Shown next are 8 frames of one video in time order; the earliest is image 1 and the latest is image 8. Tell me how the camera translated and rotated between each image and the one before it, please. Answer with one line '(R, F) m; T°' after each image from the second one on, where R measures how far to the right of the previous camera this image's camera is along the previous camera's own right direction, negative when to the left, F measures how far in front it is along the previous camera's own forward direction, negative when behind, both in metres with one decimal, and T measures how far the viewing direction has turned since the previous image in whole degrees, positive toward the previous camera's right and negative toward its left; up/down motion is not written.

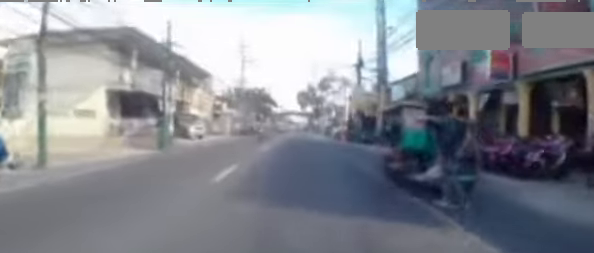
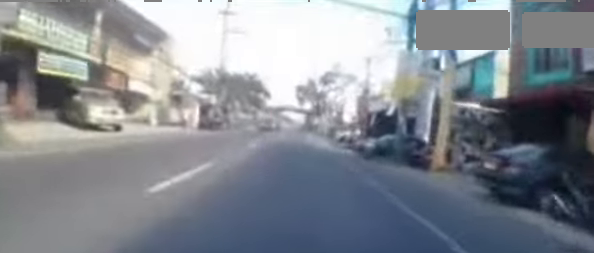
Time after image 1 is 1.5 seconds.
(+0.1, +11.6) m; -3°
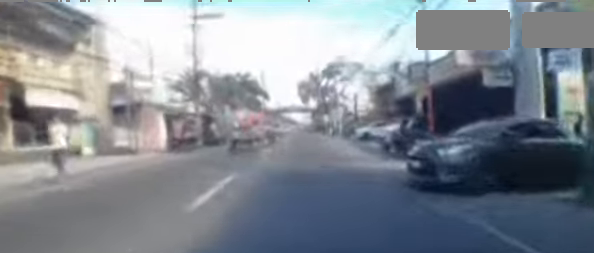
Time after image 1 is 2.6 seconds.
(-0.4, +9.2) m; 0°
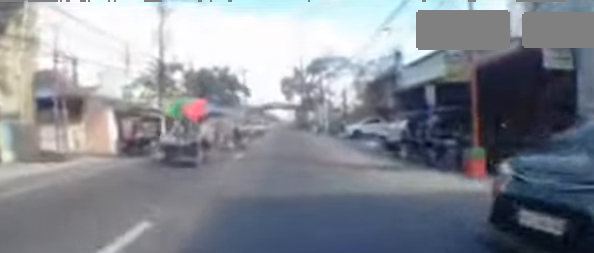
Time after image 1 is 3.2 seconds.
(+0.1, +4.2) m; +4°
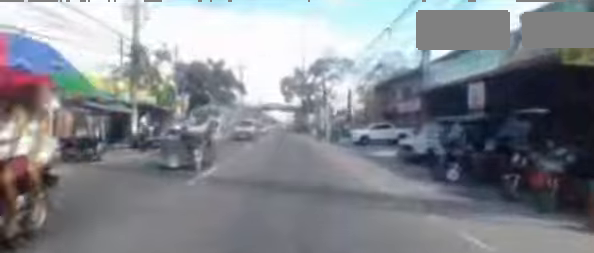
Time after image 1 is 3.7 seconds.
(+0.1, +3.9) m; +2°
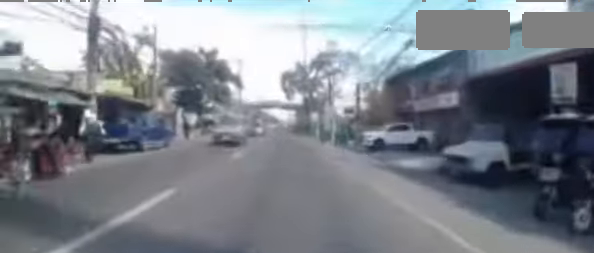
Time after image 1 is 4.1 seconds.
(+0.4, +3.7) m; -1°
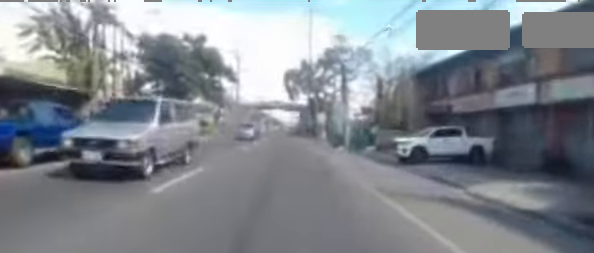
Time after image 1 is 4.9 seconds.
(-0.3, +6.8) m; -3°
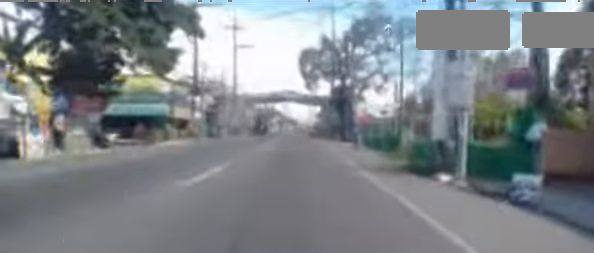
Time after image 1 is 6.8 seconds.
(-0.2, +15.6) m; 0°
